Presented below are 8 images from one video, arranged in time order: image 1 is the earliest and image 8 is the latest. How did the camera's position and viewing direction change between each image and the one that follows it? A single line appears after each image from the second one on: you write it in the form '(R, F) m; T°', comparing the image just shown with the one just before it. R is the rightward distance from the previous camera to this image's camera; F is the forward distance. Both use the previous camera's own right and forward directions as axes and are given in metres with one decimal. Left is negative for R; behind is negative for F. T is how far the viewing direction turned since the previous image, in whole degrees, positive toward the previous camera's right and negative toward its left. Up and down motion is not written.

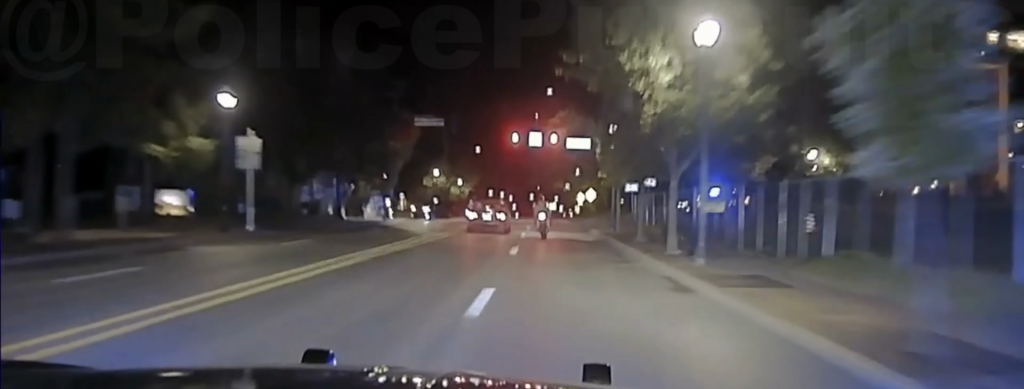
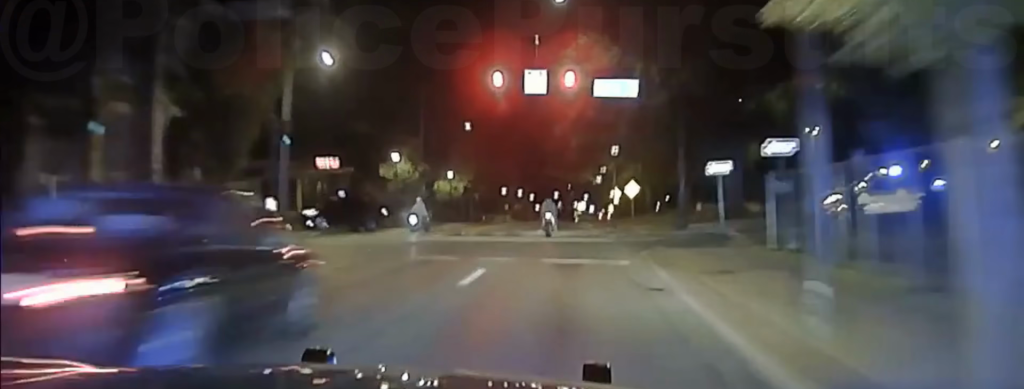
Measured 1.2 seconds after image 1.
(-0.7, +31.8) m; -2°
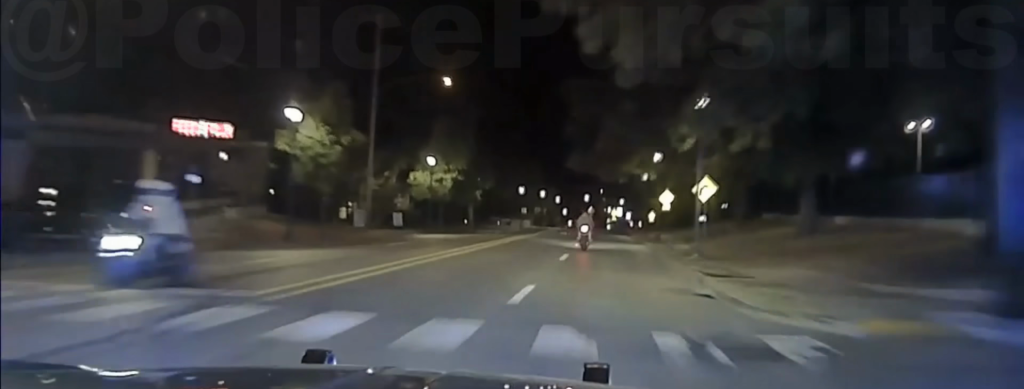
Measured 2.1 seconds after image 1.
(-0.2, +26.4) m; 0°
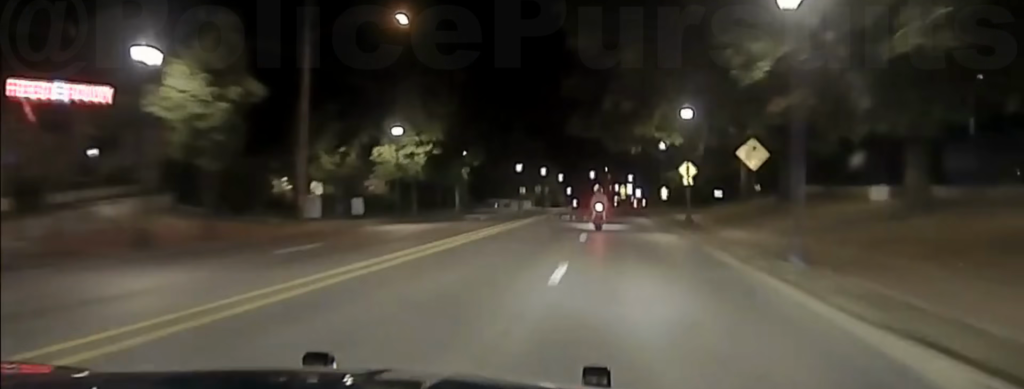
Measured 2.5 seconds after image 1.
(0.0, +11.6) m; 0°
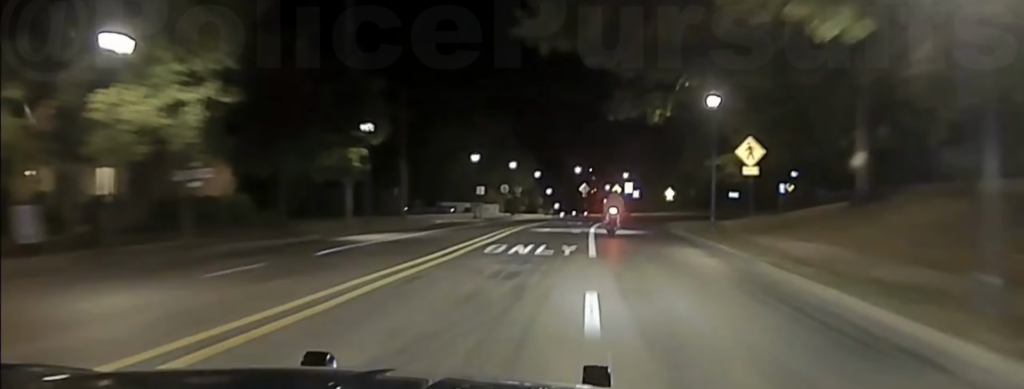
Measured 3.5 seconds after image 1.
(+0.2, +28.6) m; +1°
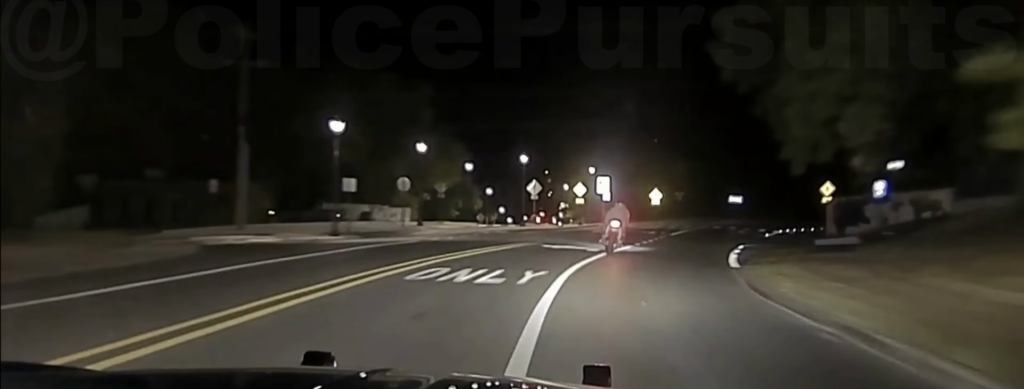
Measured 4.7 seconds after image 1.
(+0.2, +30.5) m; +4°
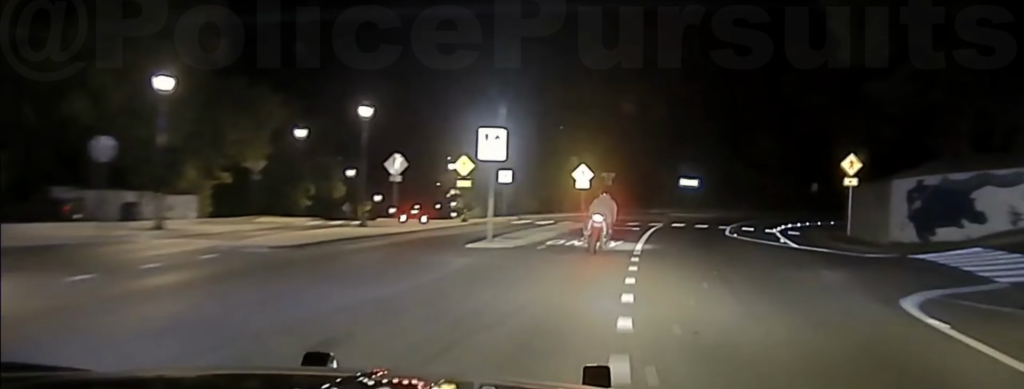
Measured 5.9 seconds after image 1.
(+1.9, +23.8) m; +8°
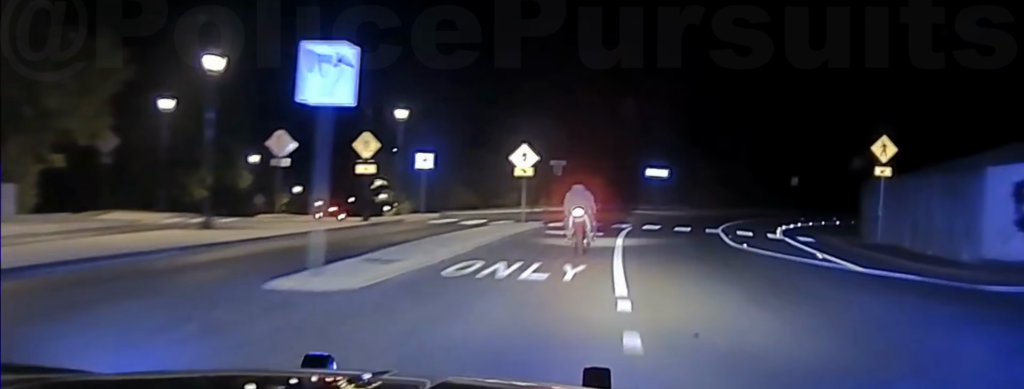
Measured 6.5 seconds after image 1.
(+0.4, +10.6) m; +3°
